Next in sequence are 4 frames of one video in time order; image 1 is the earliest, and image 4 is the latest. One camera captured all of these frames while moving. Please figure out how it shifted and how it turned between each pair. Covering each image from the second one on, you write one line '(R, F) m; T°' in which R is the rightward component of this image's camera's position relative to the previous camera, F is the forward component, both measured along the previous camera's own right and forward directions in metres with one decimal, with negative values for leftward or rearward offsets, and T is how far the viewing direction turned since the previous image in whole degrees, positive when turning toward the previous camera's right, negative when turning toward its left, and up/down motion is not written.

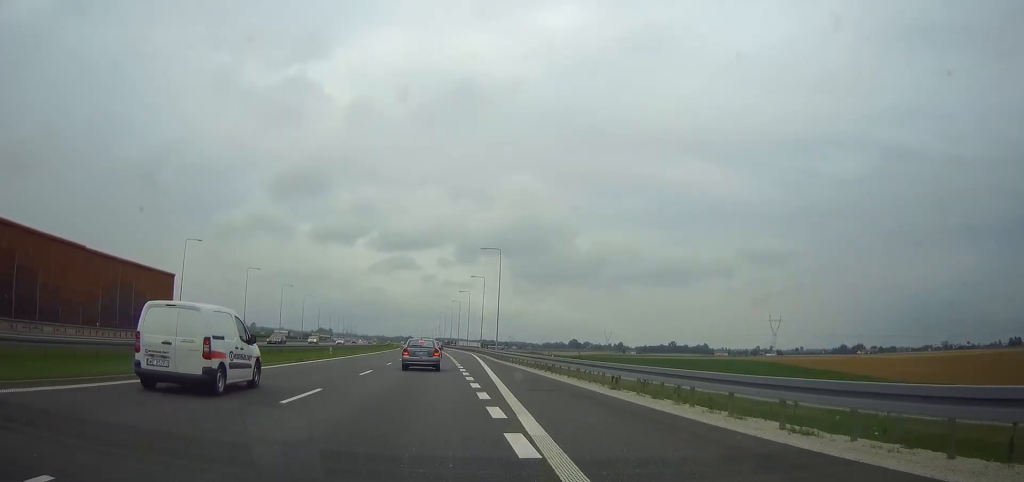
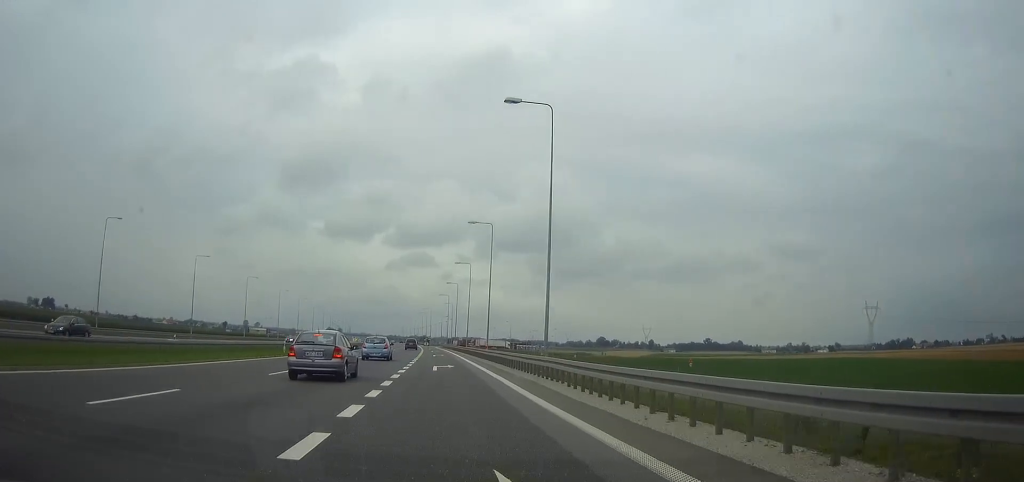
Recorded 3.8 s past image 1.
(-0.4, +109.1) m; -1°
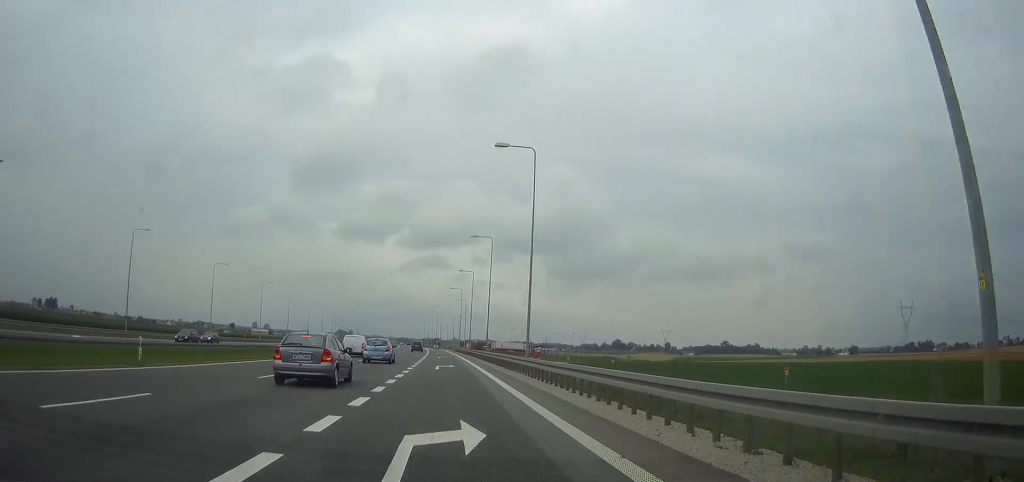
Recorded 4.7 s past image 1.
(-0.1, +25.9) m; -1°
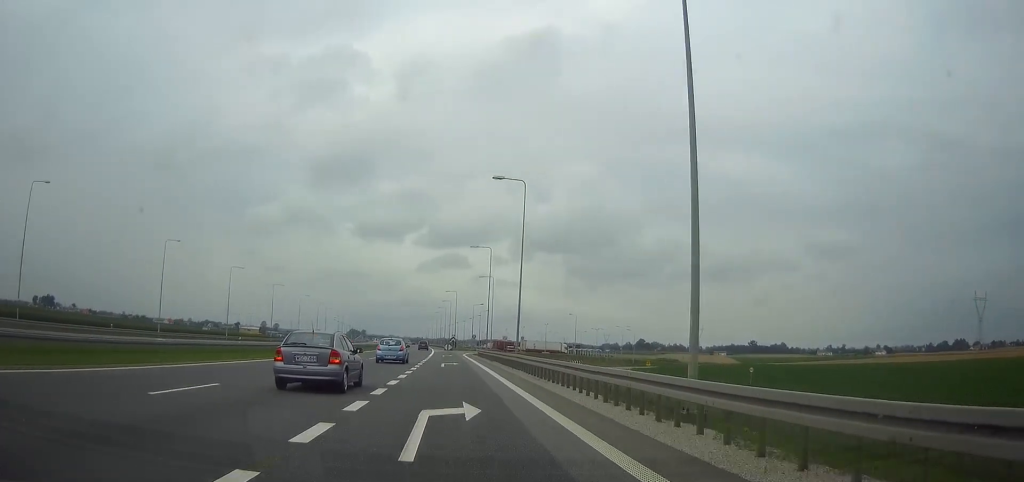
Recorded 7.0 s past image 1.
(-1.2, +57.5) m; -2°
